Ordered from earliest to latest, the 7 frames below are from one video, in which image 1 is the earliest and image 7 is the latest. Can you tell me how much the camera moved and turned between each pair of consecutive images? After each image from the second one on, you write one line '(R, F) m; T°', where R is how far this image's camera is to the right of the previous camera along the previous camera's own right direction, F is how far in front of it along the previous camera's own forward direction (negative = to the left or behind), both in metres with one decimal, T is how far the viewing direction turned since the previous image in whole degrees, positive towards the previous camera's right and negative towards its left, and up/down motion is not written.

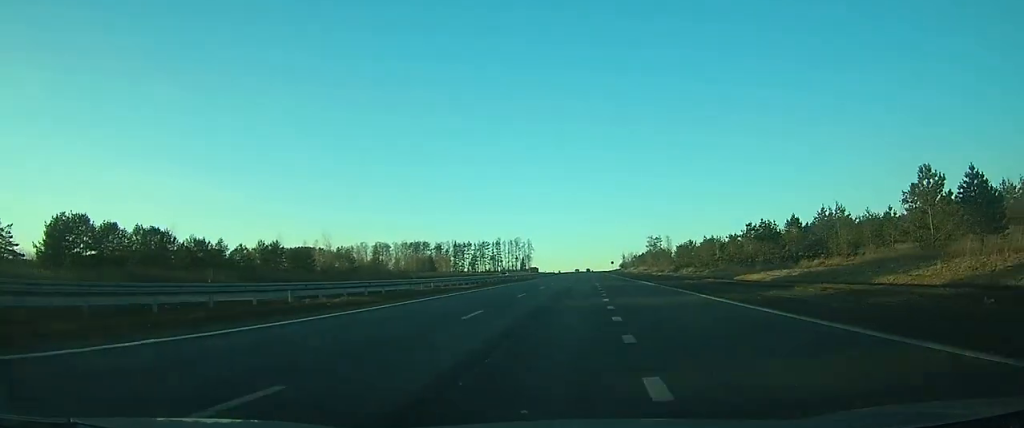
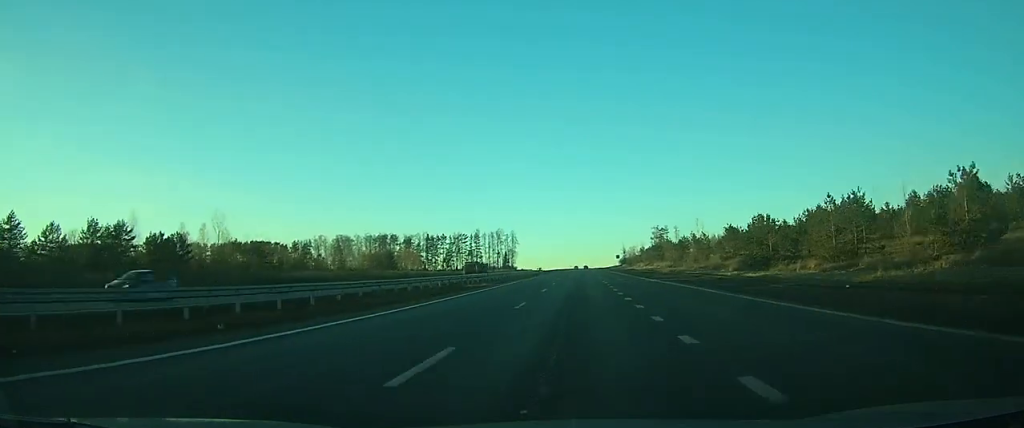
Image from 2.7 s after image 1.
(+0.8, +56.8) m; +1°
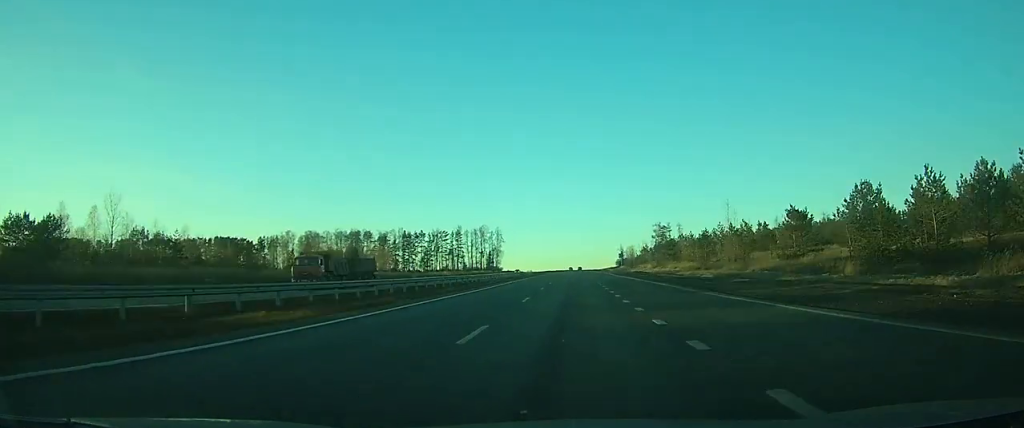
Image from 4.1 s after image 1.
(+0.1, +34.1) m; 0°
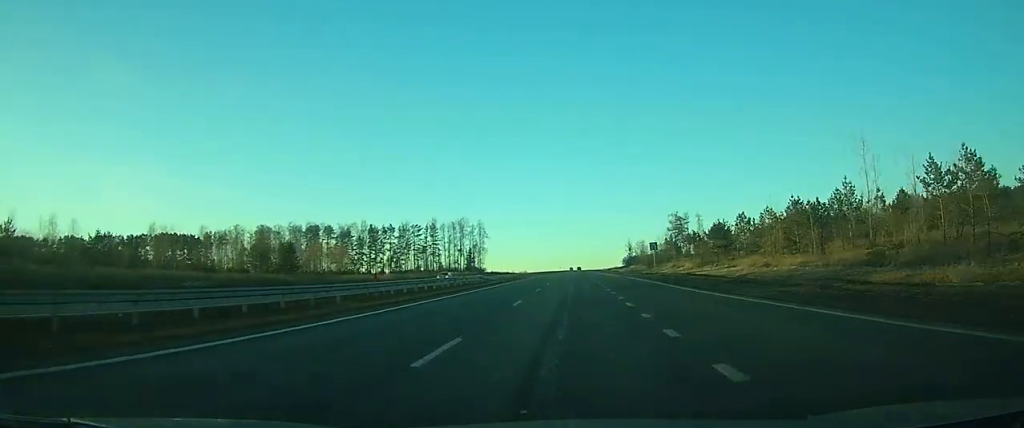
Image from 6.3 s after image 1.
(+0.2, +52.1) m; 0°
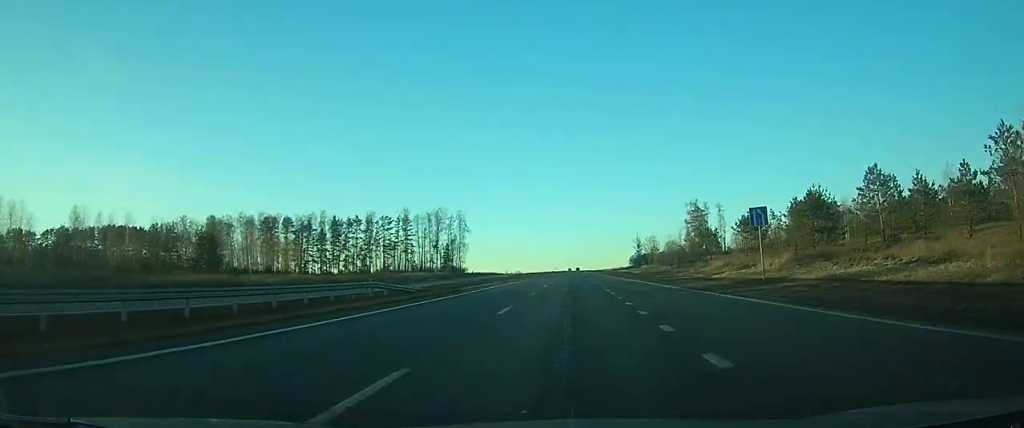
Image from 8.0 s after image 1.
(+0.1, +39.0) m; 0°
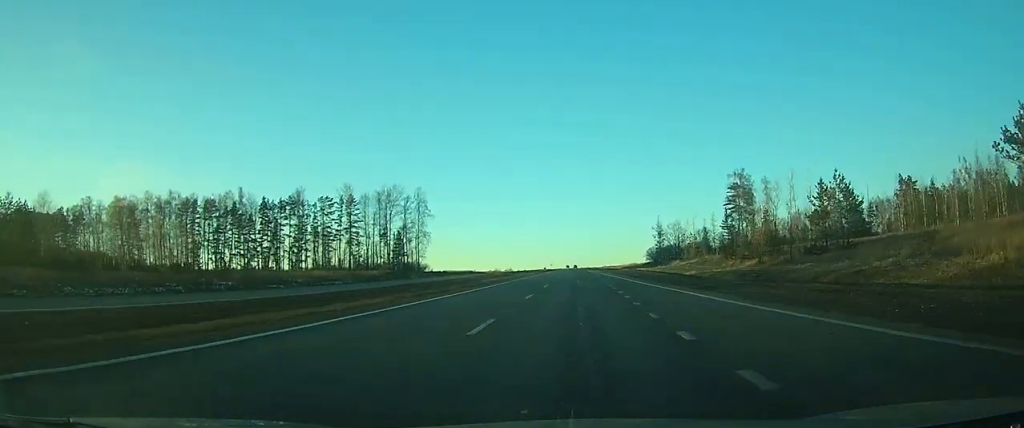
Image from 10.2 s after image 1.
(0.0, +50.8) m; 0°
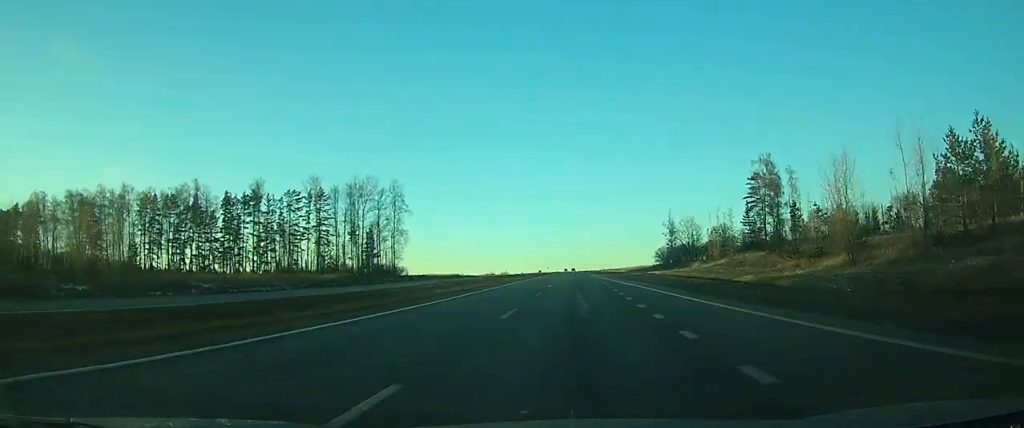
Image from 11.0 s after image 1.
(+0.1, +18.9) m; 0°
